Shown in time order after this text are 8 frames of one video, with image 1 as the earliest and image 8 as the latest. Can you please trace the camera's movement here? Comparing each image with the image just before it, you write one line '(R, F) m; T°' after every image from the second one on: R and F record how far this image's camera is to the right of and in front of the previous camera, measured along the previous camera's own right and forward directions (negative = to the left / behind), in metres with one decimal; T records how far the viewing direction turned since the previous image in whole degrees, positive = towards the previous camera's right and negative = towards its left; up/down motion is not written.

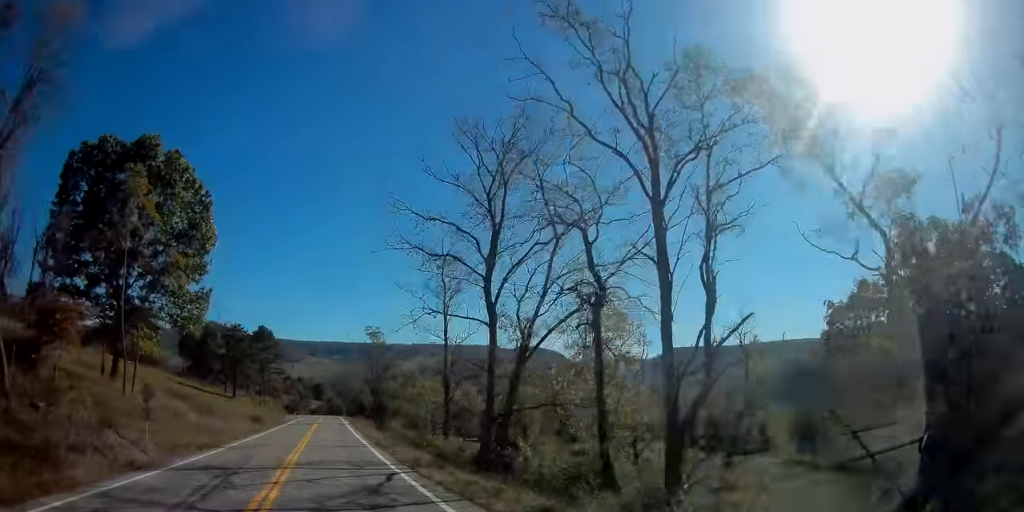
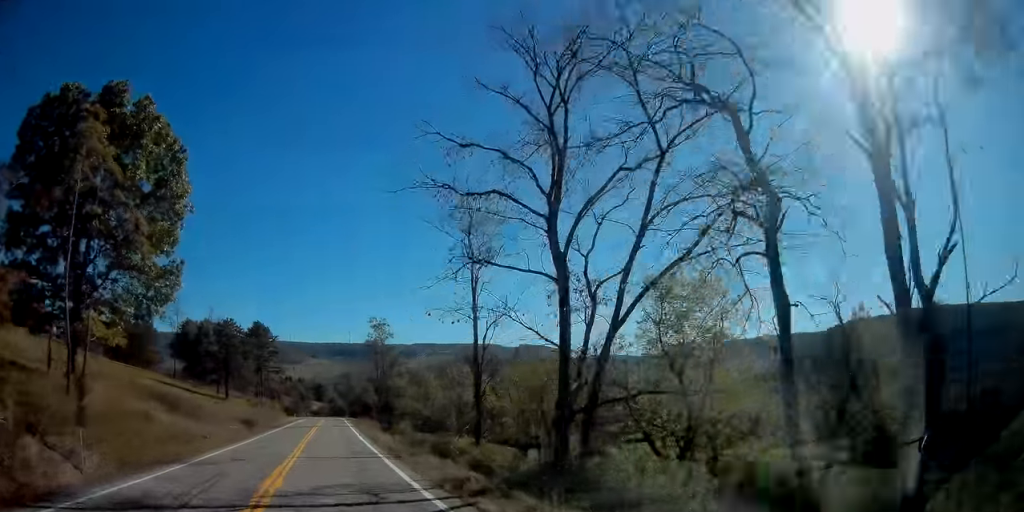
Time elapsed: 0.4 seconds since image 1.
(0.0, +7.4) m; 0°
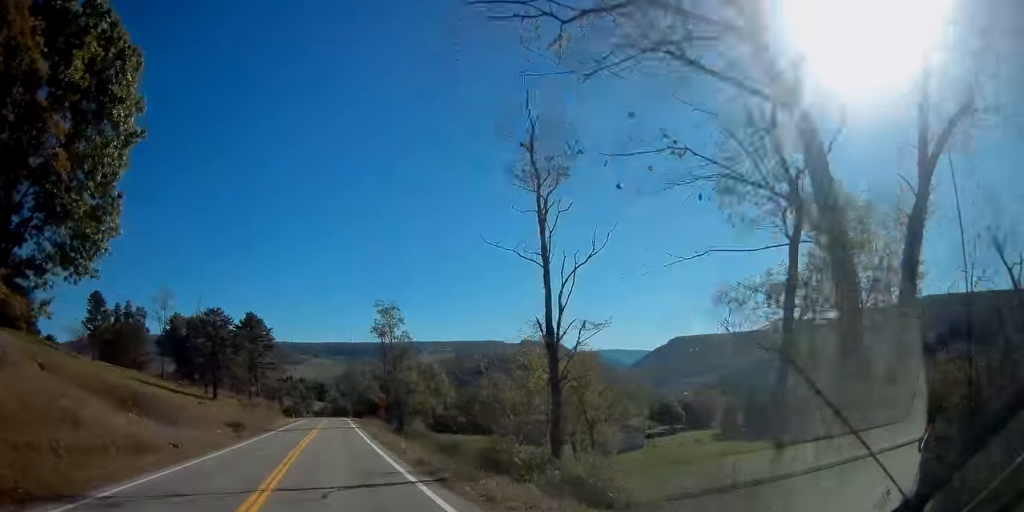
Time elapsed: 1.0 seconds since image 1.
(-0.1, +9.9) m; 0°
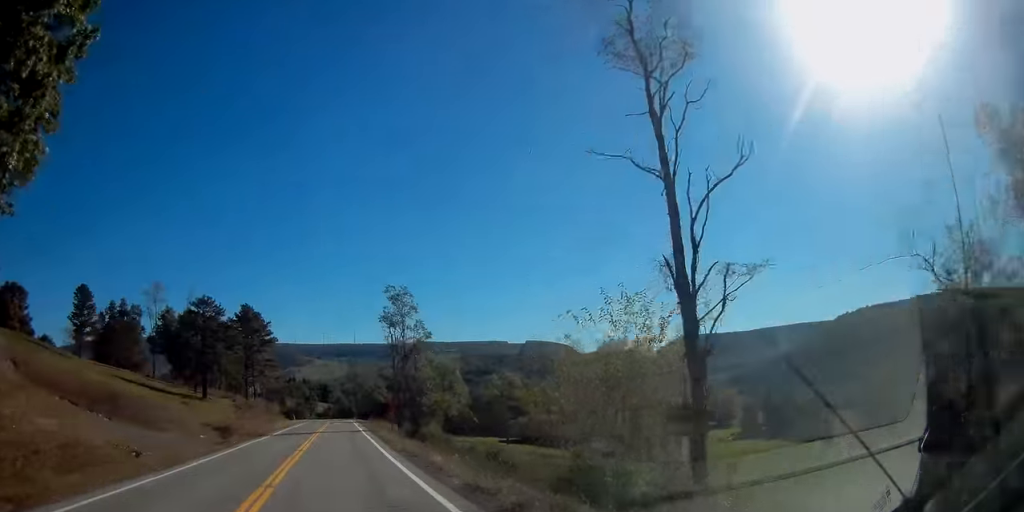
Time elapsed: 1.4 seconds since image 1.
(0.0, +7.6) m; 0°
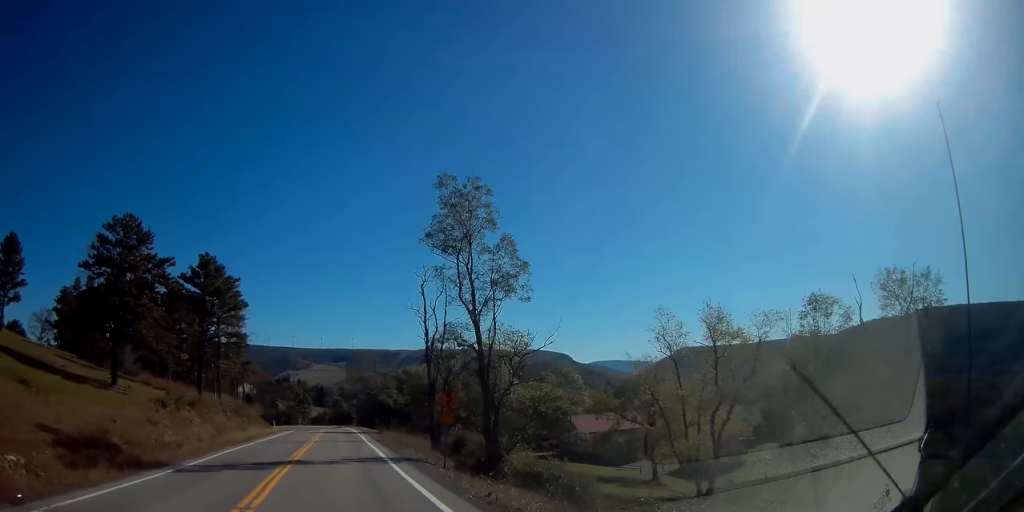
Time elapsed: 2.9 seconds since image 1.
(-0.1, +26.7) m; 0°
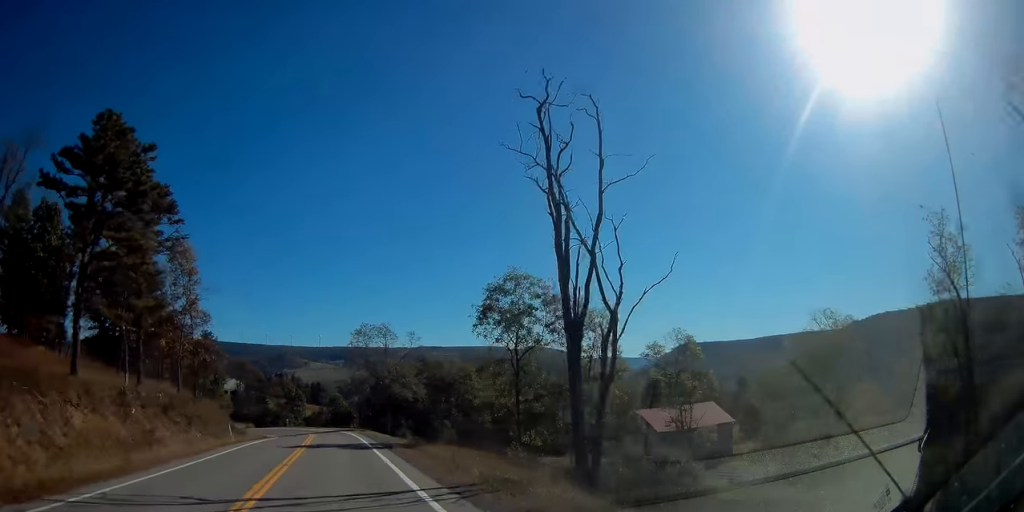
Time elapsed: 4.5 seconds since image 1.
(+0.3, +27.2) m; +1°
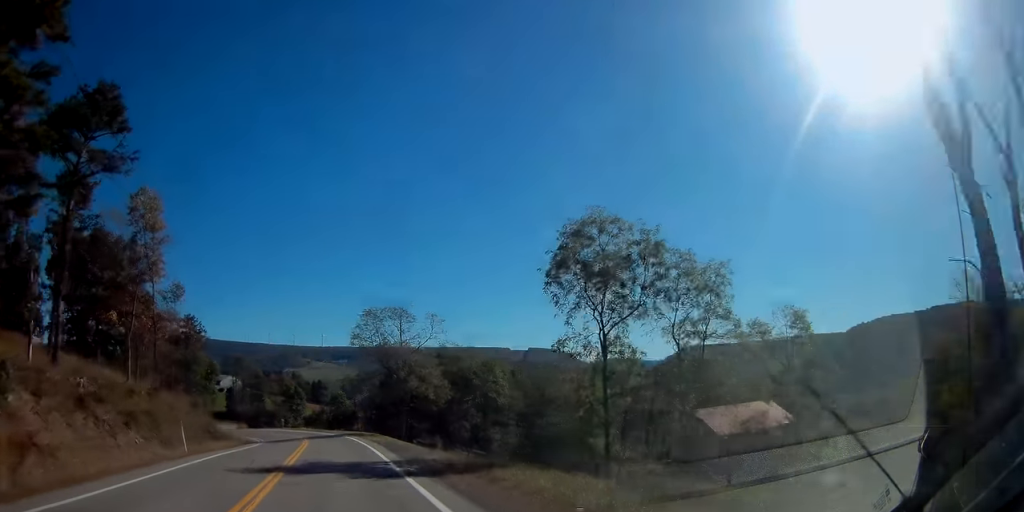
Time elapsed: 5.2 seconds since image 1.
(-0.2, +13.7) m; 0°
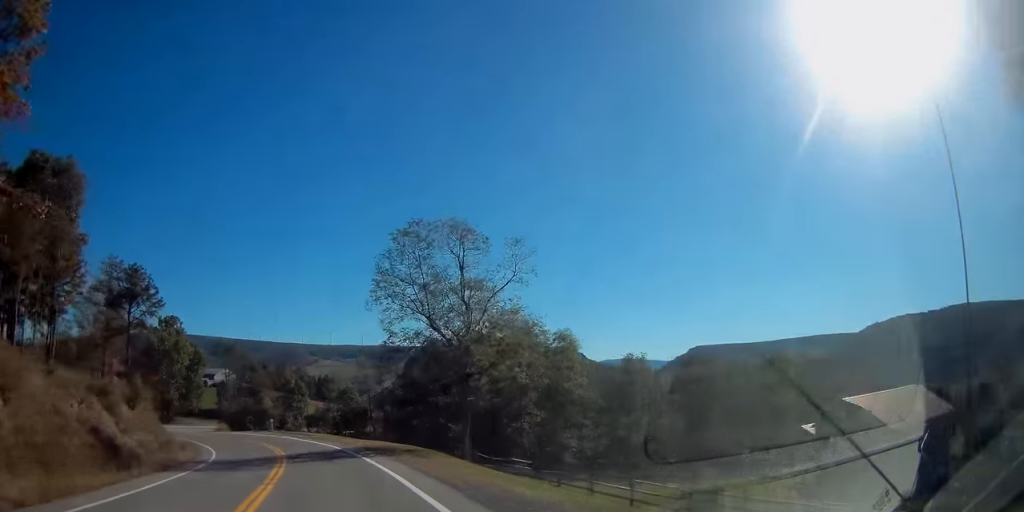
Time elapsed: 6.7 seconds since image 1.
(-0.3, +25.5) m; -2°
